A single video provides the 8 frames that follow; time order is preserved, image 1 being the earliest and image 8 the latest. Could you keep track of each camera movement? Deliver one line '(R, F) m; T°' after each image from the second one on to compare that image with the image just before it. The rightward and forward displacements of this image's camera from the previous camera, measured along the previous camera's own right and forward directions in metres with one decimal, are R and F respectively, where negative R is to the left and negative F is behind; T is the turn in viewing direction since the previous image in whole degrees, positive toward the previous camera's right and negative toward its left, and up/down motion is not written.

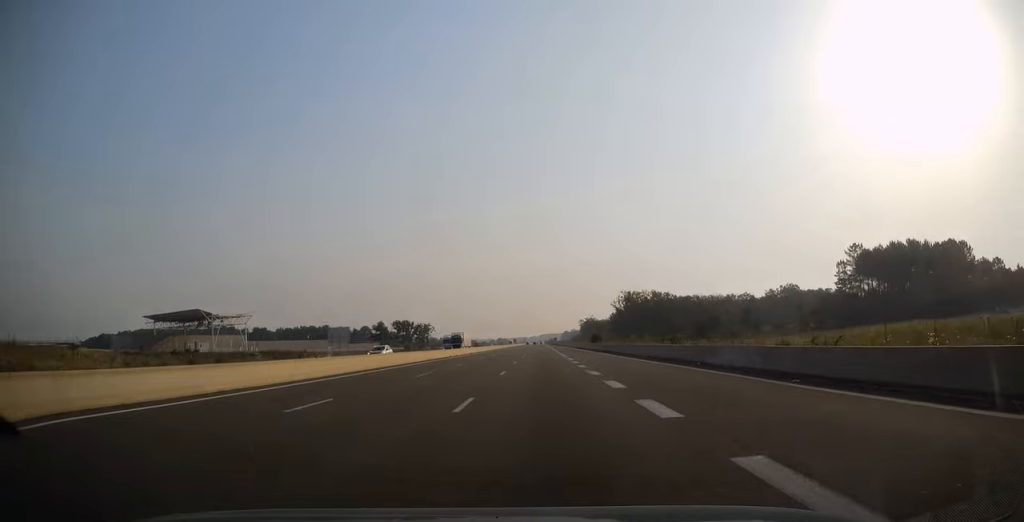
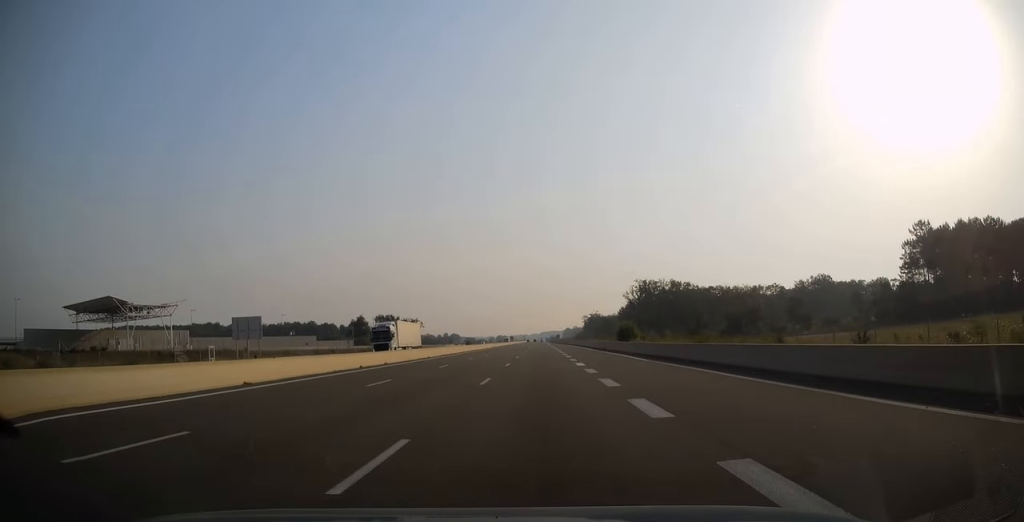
(+0.2, +32.6) m; +1°
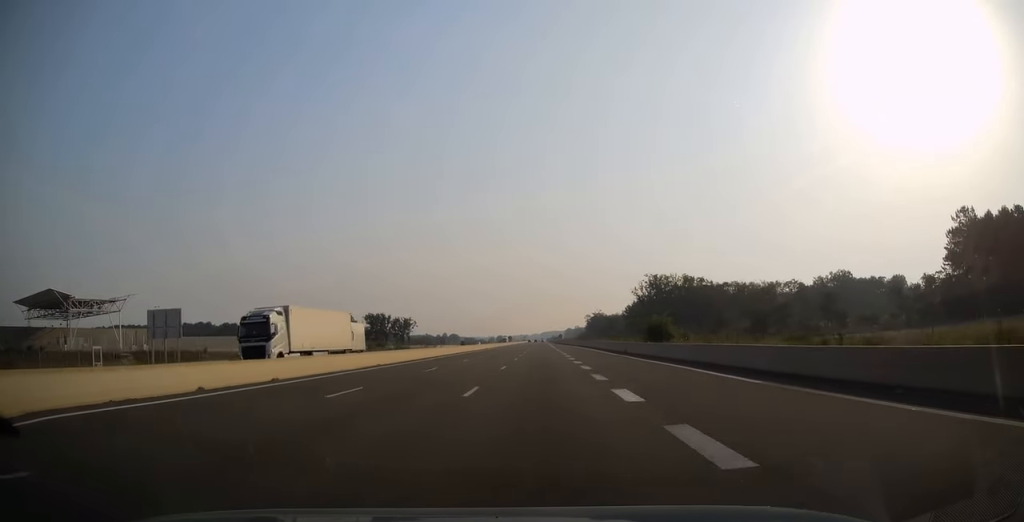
(+0.2, +16.7) m; 0°
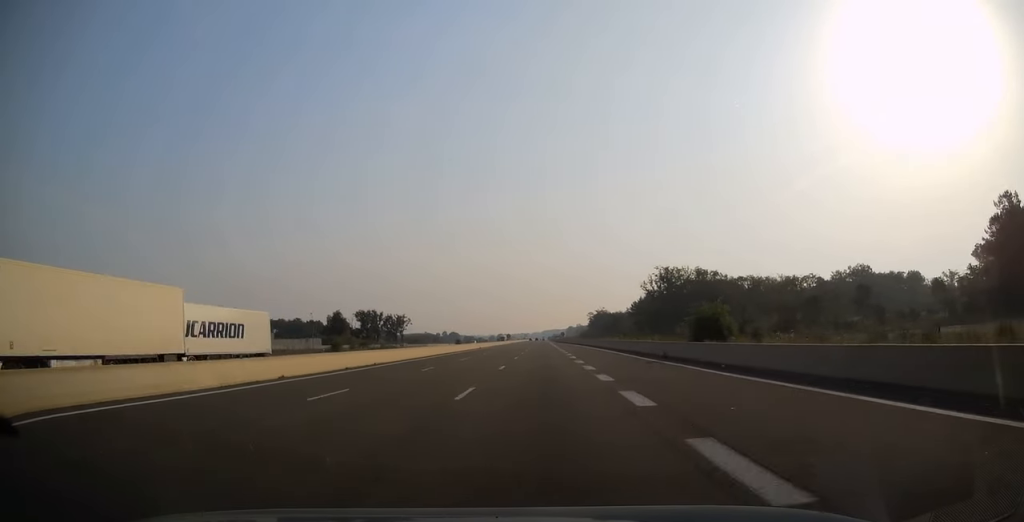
(+0.1, +14.3) m; 0°
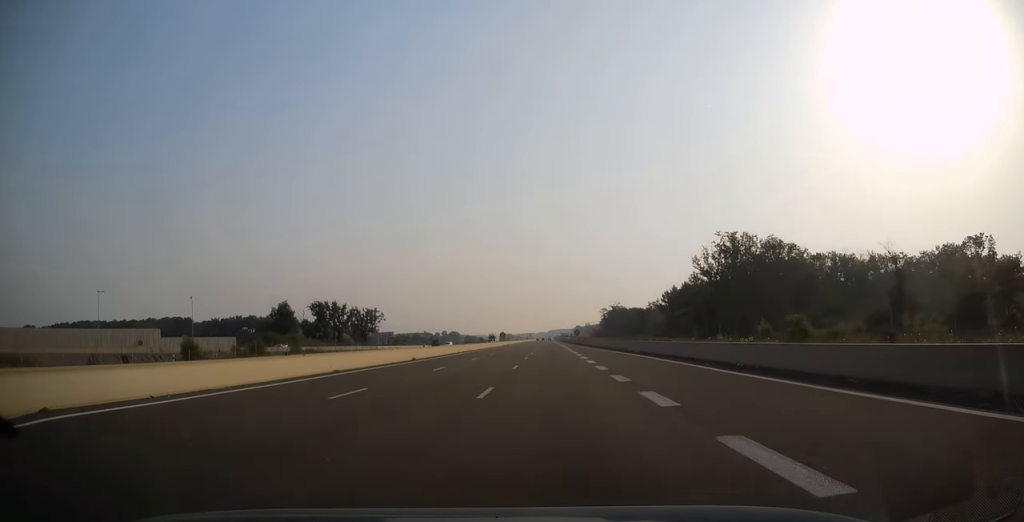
(-0.6, +51.6) m; -1°
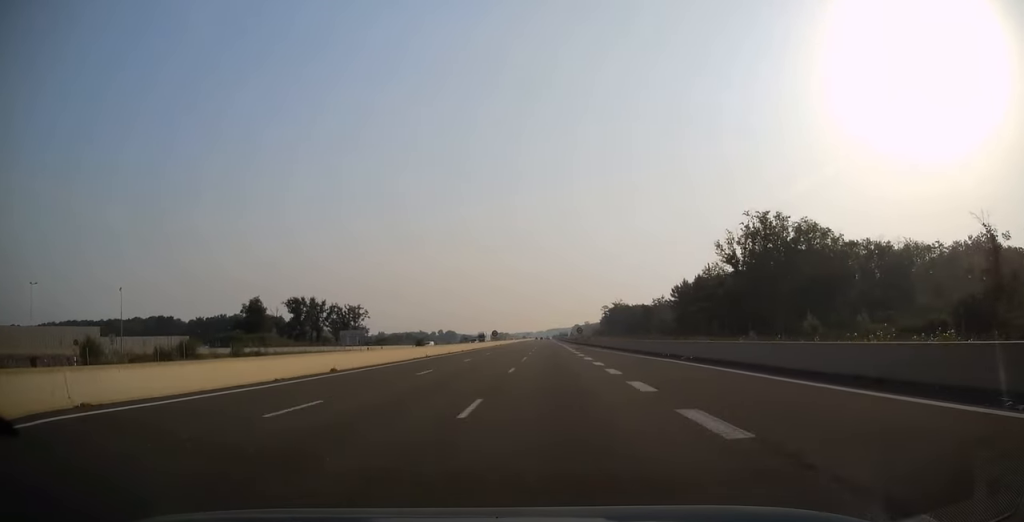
(0.0, +16.7) m; 0°
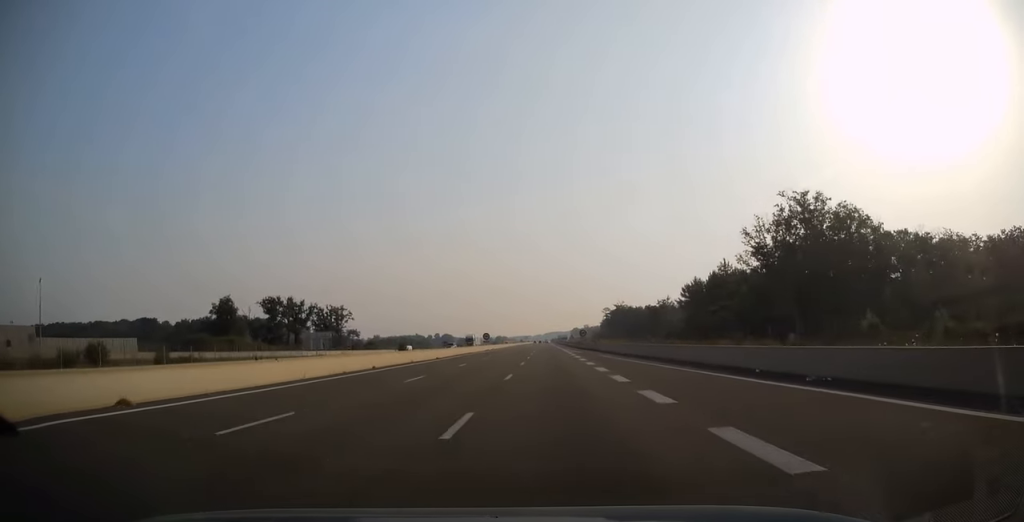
(0.0, +14.8) m; 0°
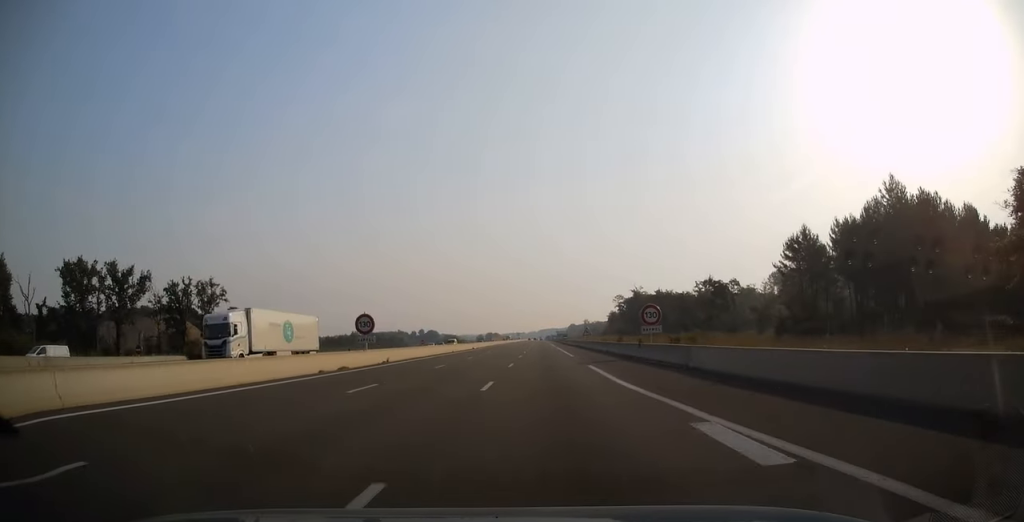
(+0.4, +70.9) m; +1°
